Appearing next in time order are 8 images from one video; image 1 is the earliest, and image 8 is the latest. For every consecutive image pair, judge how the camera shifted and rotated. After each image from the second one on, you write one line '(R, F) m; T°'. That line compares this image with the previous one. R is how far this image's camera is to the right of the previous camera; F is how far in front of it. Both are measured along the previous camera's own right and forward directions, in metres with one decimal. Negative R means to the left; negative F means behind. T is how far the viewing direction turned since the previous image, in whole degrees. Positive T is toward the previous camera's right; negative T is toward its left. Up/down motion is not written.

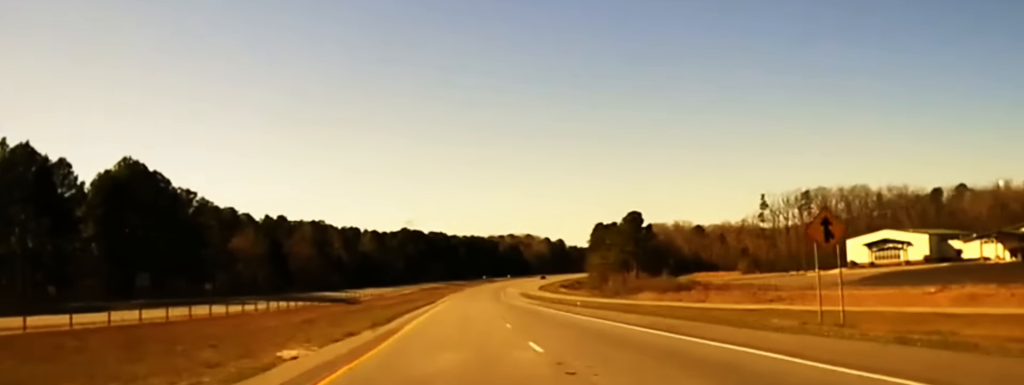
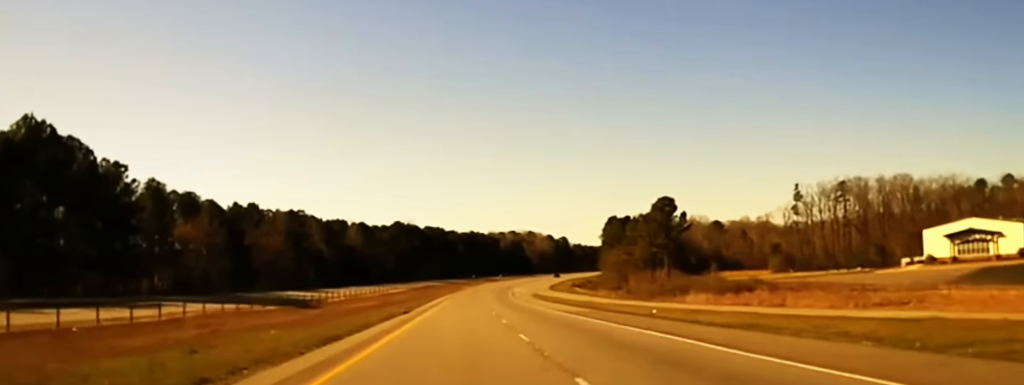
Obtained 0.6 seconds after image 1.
(0.0, +33.1) m; +1°
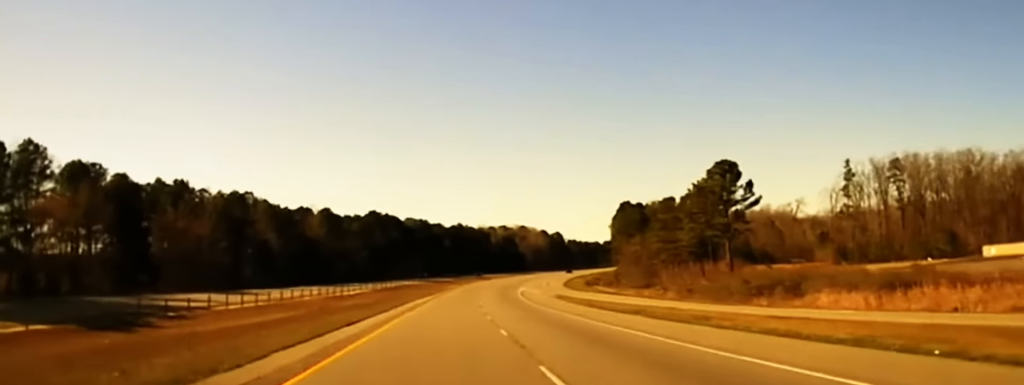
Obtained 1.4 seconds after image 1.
(+0.7, +47.2) m; +2°
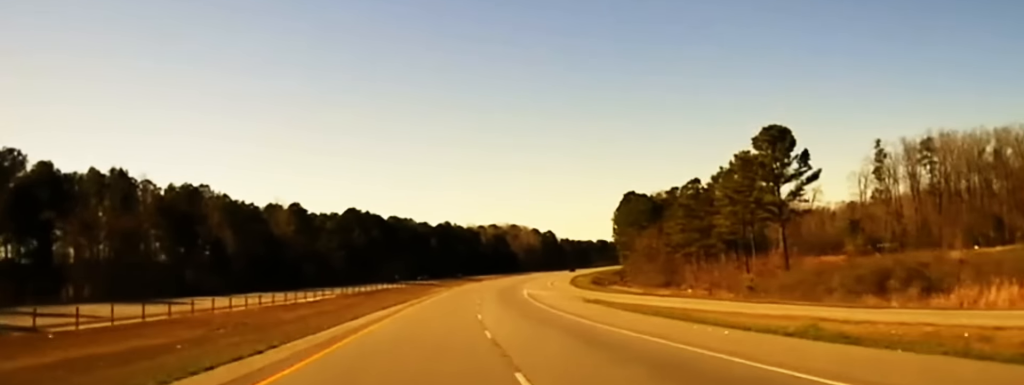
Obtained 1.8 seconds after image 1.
(0.0, +25.7) m; +1°
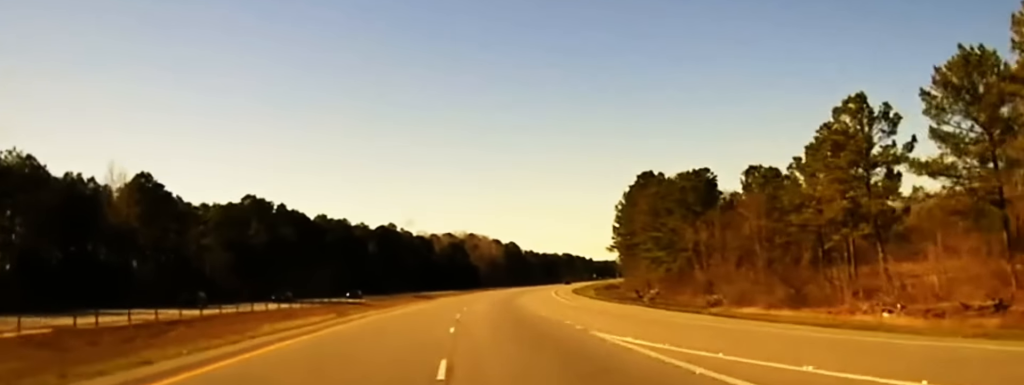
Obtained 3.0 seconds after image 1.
(+2.0, +71.8) m; +3°
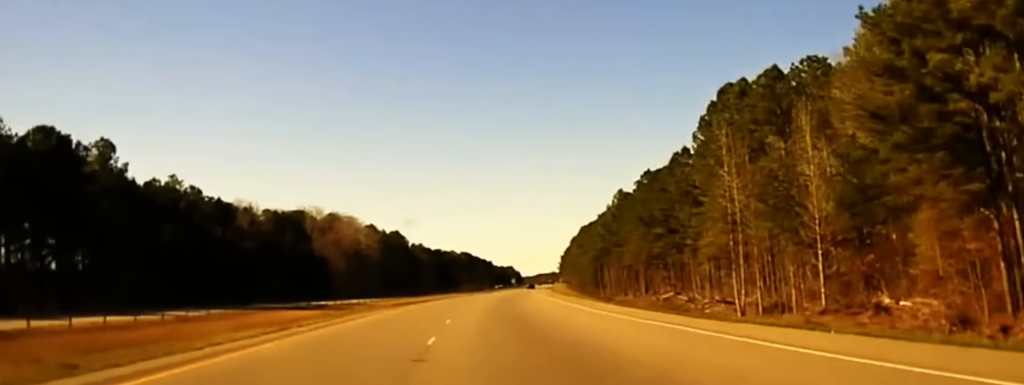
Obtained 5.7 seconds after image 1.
(+9.8, +162.2) m; +7°
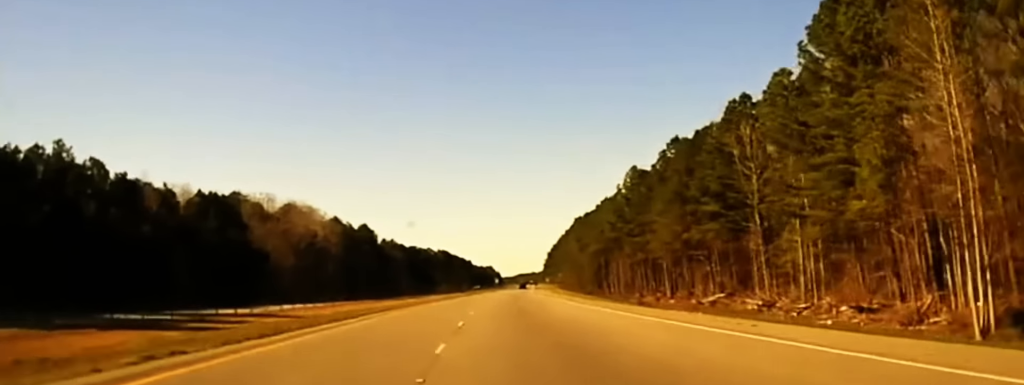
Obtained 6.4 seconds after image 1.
(+0.7, +39.8) m; +1°
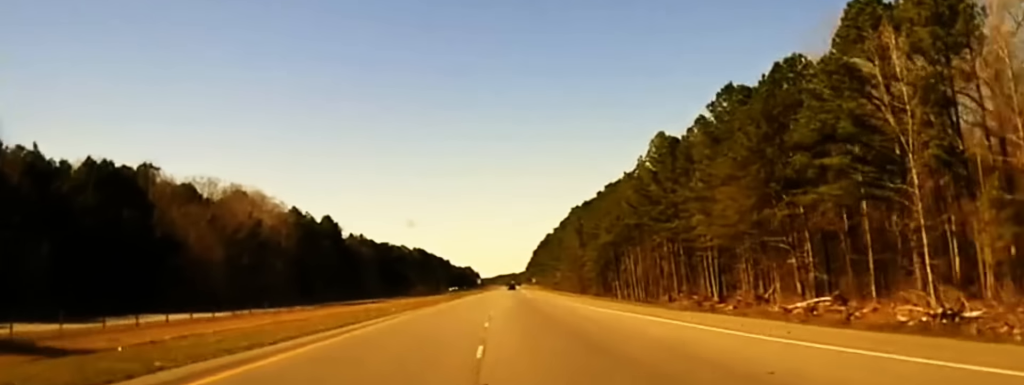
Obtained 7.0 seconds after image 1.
(+0.3, +37.6) m; +1°
